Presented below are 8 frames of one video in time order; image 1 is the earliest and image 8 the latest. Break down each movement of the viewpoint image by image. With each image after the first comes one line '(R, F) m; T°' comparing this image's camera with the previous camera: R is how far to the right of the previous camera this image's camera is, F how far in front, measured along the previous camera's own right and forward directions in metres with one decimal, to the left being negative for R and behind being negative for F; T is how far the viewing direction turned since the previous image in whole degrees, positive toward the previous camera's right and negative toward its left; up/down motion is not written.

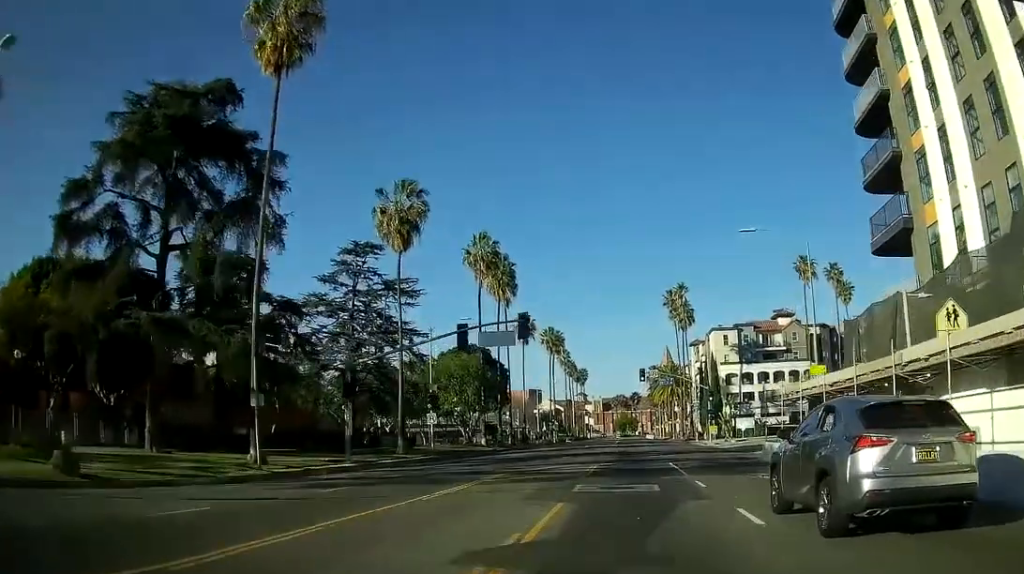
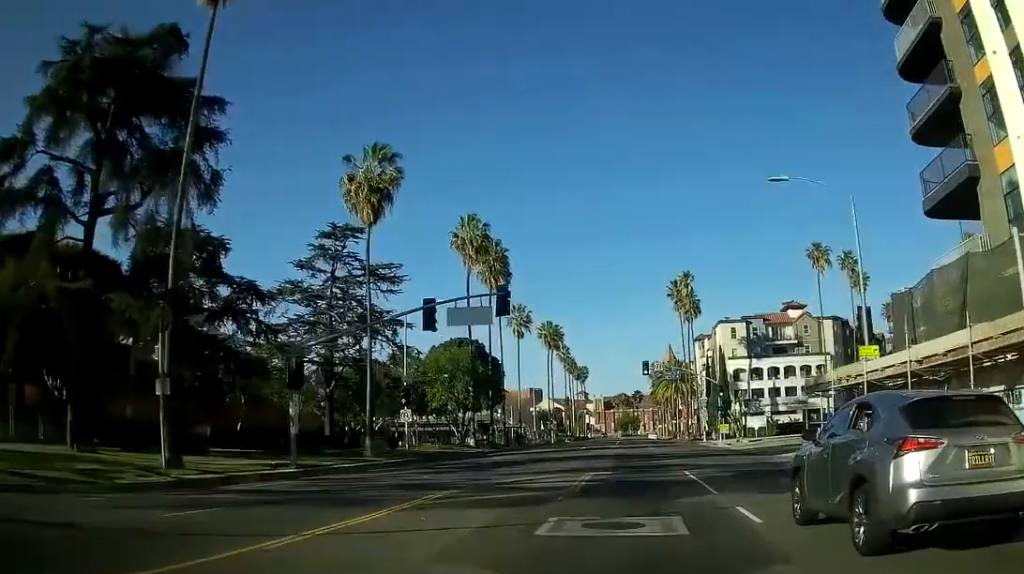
(+0.5, +7.3) m; 0°
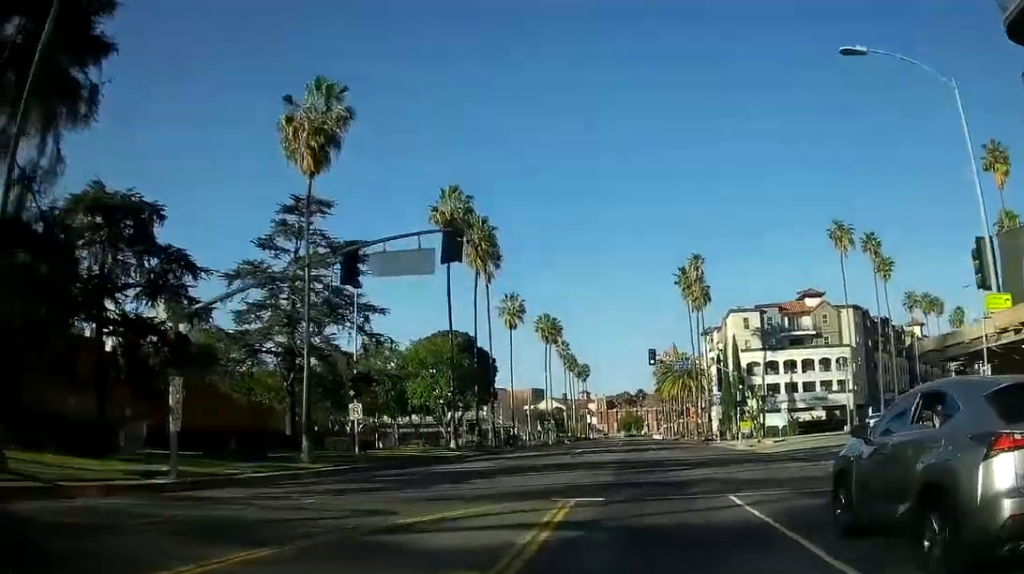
(-0.6, +9.5) m; -3°
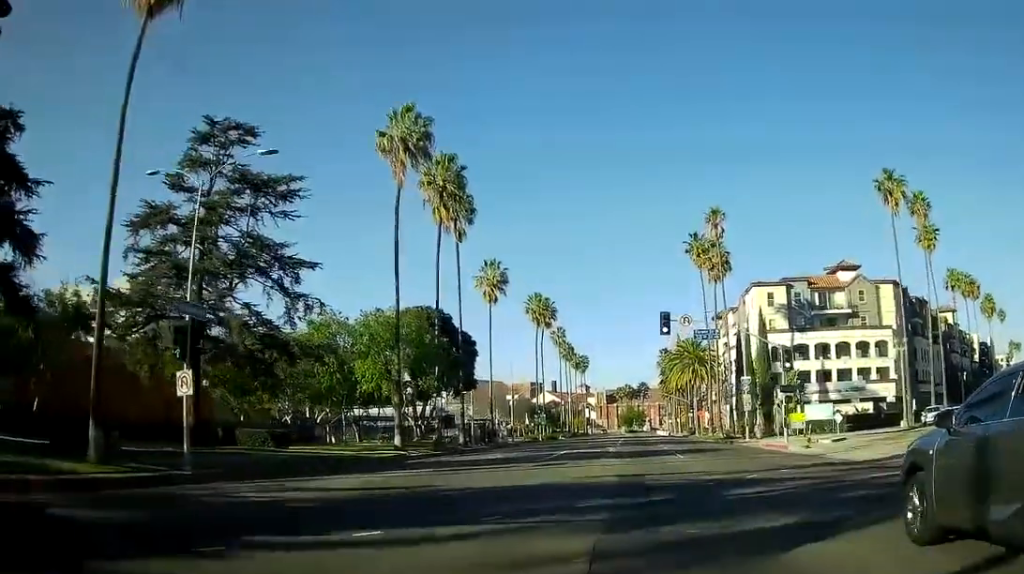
(-0.1, +16.2) m; 0°
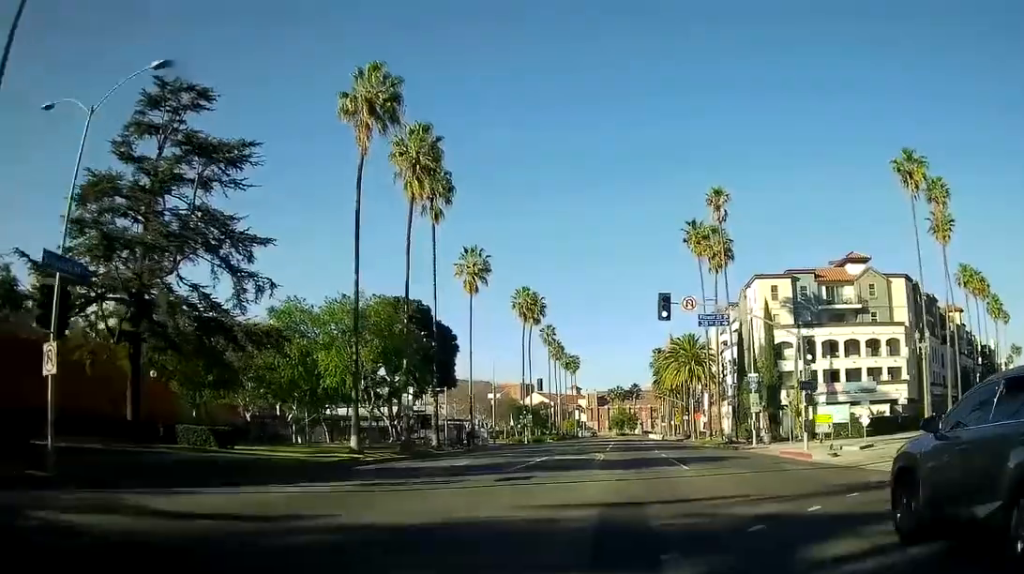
(0.0, +6.6) m; 0°
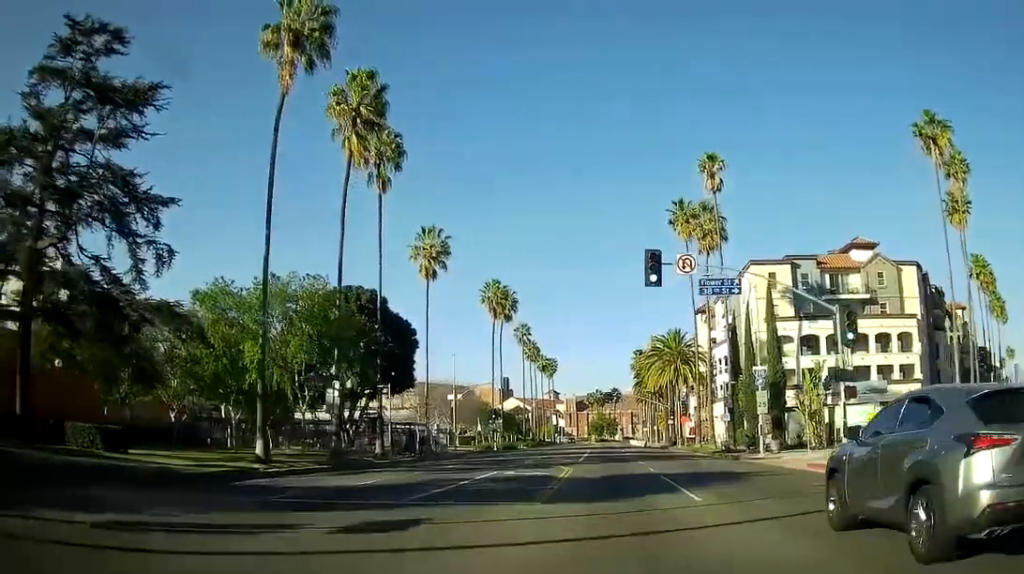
(0.0, +10.0) m; +1°
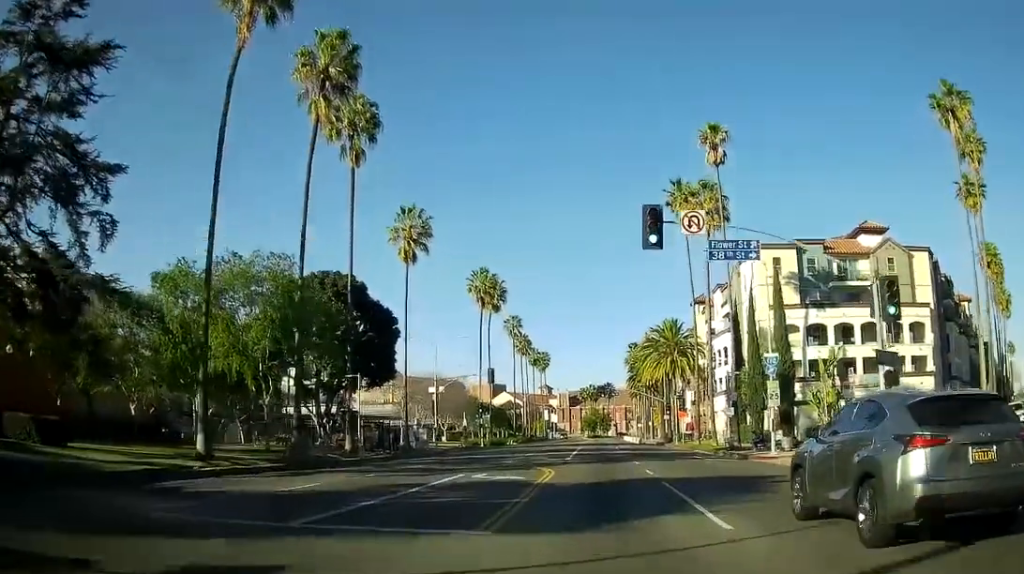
(0.0, +5.2) m; +1°
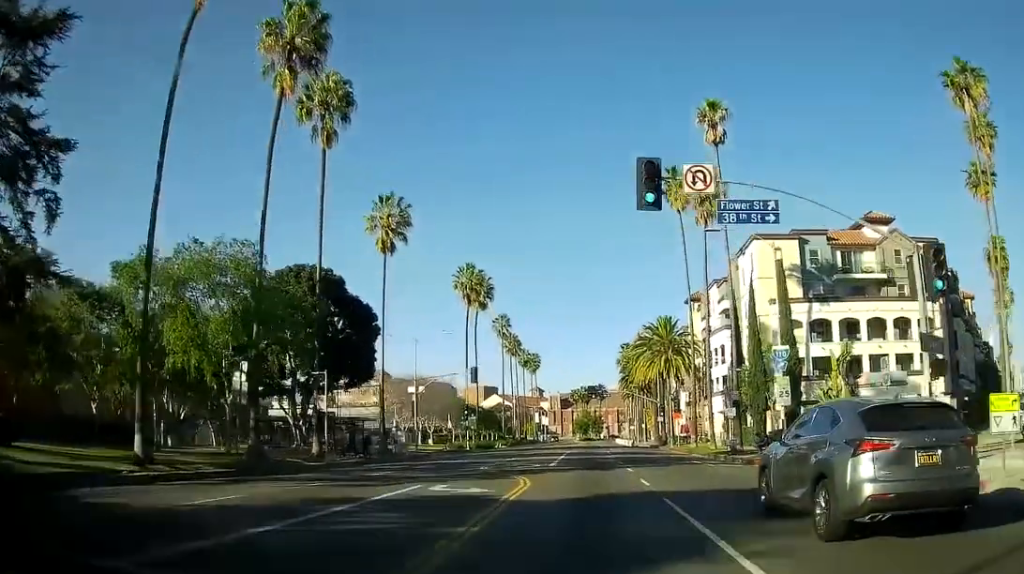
(0.0, +3.9) m; +1°
